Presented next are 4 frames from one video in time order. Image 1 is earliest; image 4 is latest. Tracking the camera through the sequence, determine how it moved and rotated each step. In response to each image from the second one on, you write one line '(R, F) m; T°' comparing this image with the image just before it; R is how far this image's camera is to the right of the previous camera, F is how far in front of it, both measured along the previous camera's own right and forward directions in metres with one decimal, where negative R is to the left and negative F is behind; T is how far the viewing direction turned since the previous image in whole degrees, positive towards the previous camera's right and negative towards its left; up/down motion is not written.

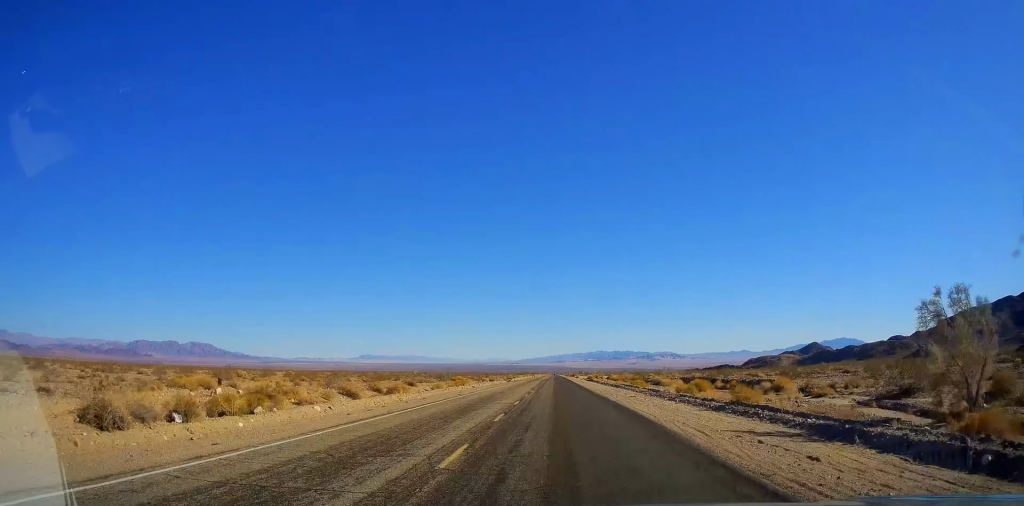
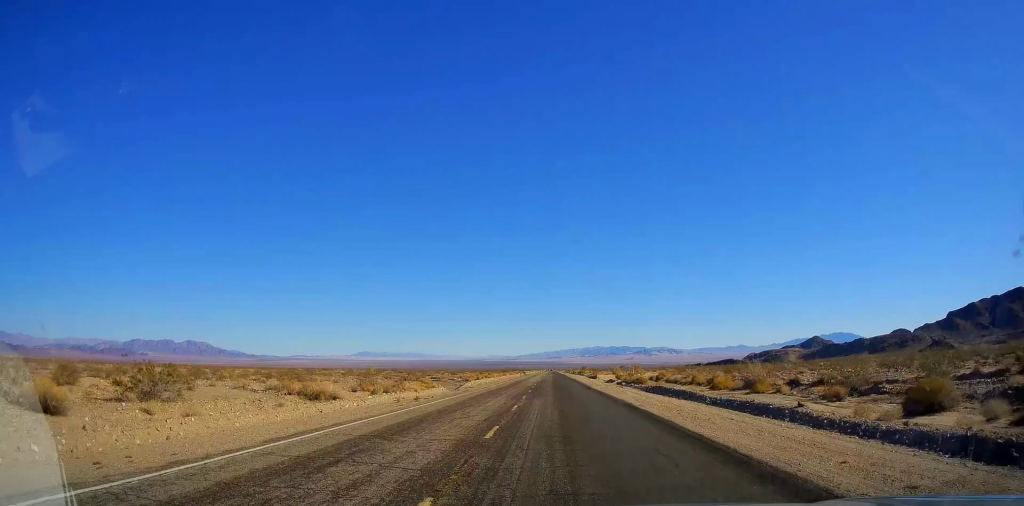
(+2.1, +66.4) m; +3°
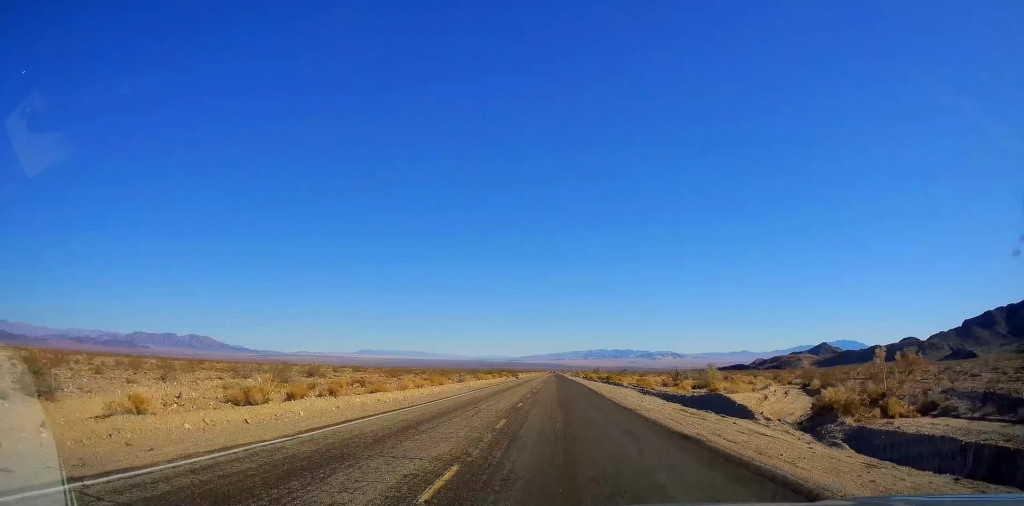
(-0.2, +60.8) m; -1°
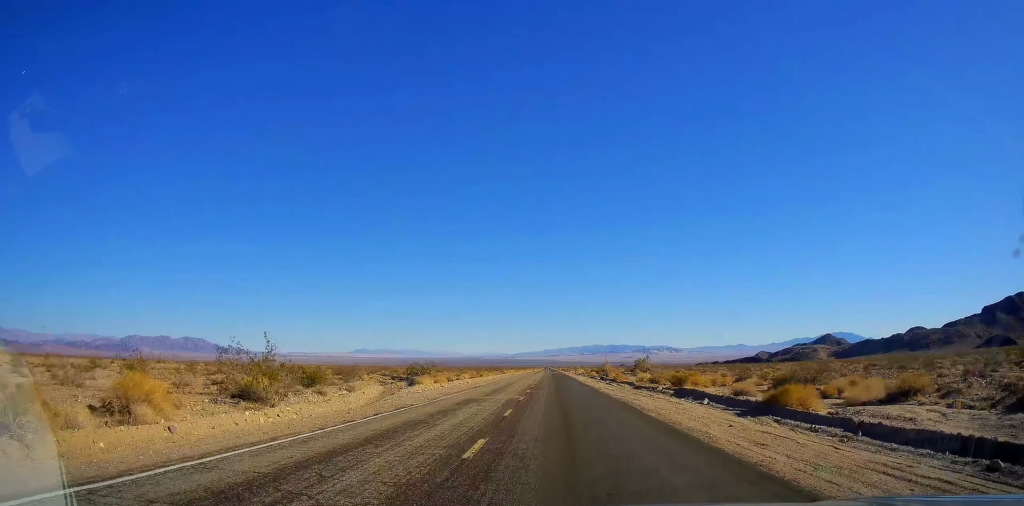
(-0.5, +101.9) m; 0°
